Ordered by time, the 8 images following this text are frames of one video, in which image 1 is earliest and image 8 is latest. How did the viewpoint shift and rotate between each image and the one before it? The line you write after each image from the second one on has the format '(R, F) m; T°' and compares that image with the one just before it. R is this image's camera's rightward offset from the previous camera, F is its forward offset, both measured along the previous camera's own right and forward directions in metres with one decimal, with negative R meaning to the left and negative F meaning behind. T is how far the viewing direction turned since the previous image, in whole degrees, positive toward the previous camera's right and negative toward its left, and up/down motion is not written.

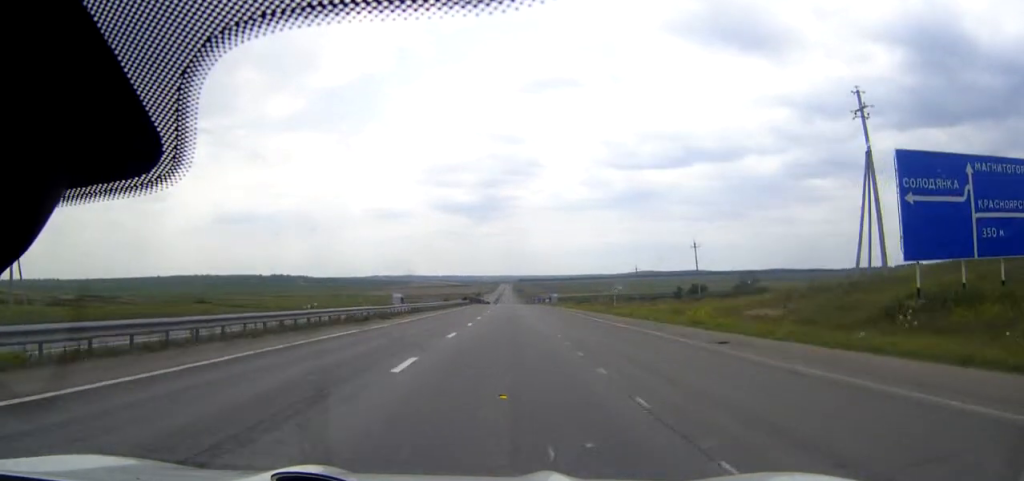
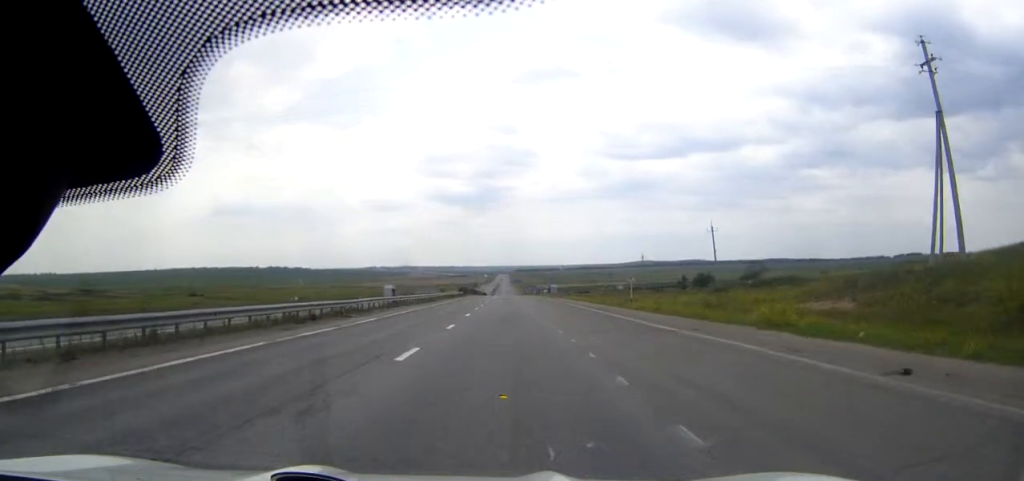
(0.0, +11.2) m; 0°
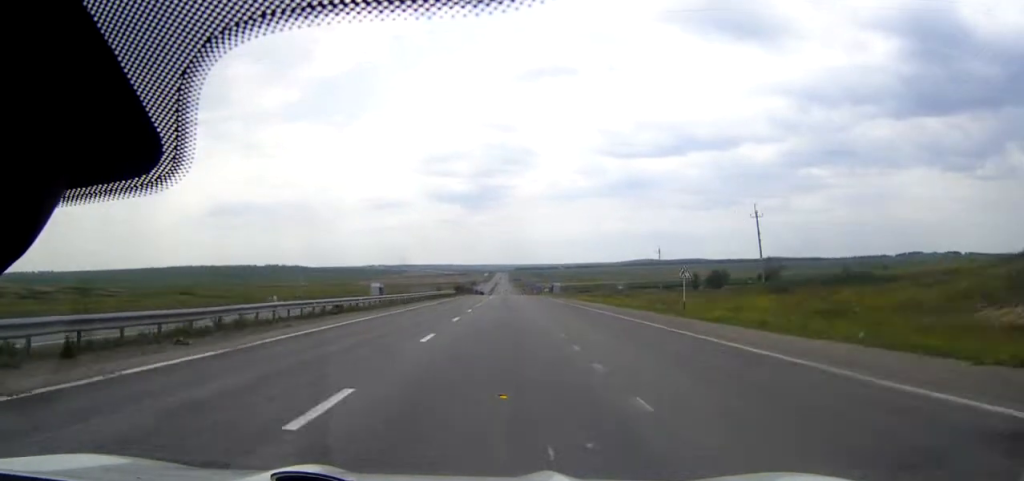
(0.0, +18.9) m; 0°
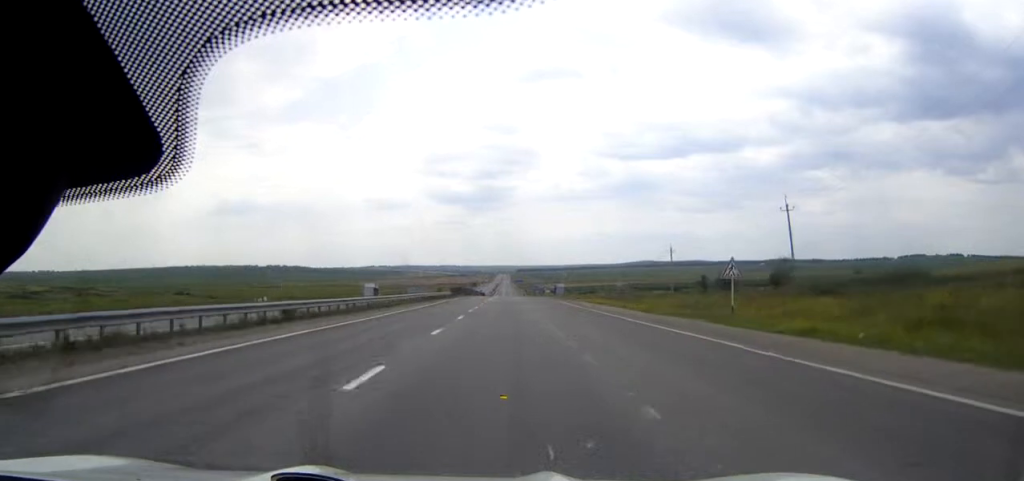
(0.0, +9.1) m; 0°
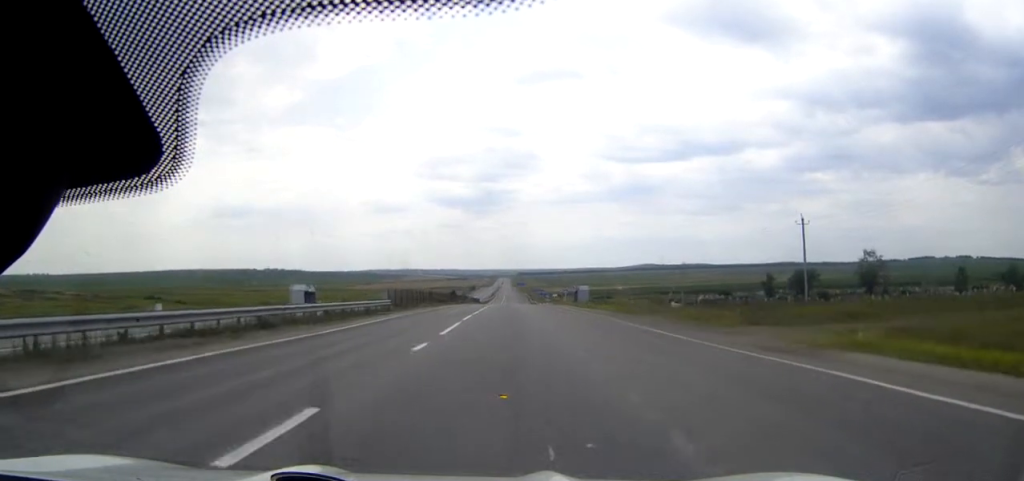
(0.0, +60.4) m; 0°
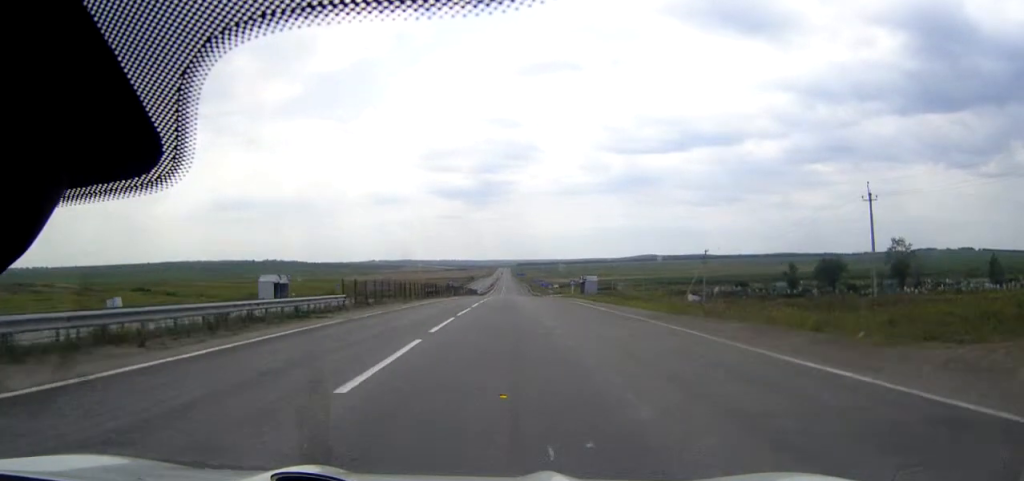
(0.0, +15.0) m; 0°
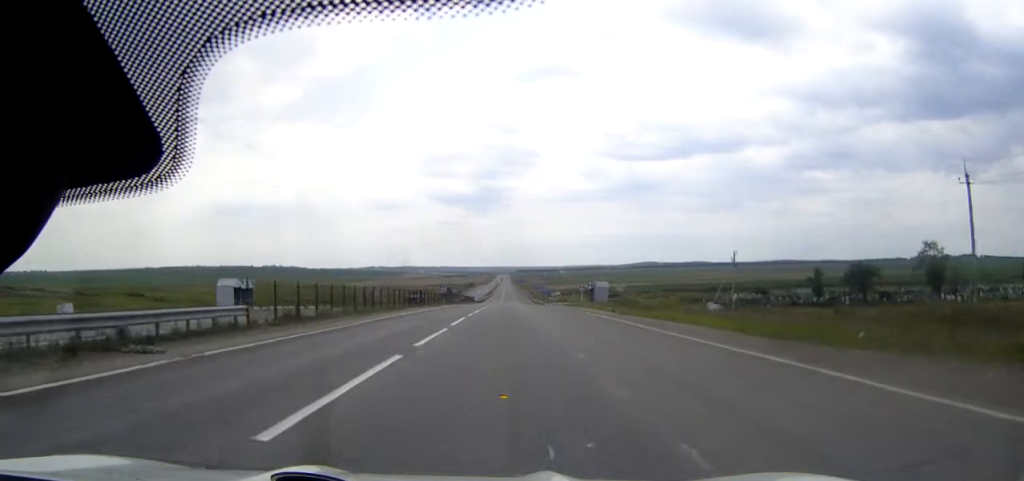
(0.0, +15.0) m; 0°
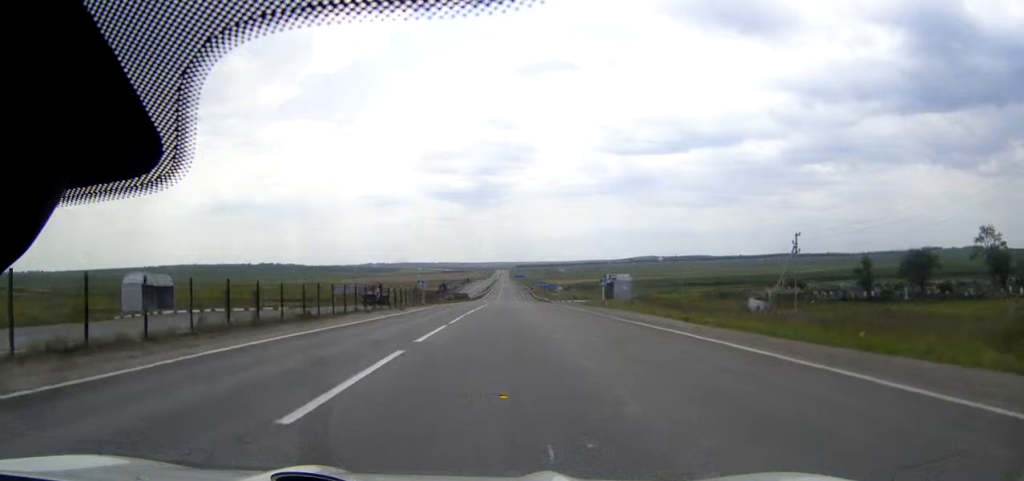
(0.0, +22.9) m; 0°
